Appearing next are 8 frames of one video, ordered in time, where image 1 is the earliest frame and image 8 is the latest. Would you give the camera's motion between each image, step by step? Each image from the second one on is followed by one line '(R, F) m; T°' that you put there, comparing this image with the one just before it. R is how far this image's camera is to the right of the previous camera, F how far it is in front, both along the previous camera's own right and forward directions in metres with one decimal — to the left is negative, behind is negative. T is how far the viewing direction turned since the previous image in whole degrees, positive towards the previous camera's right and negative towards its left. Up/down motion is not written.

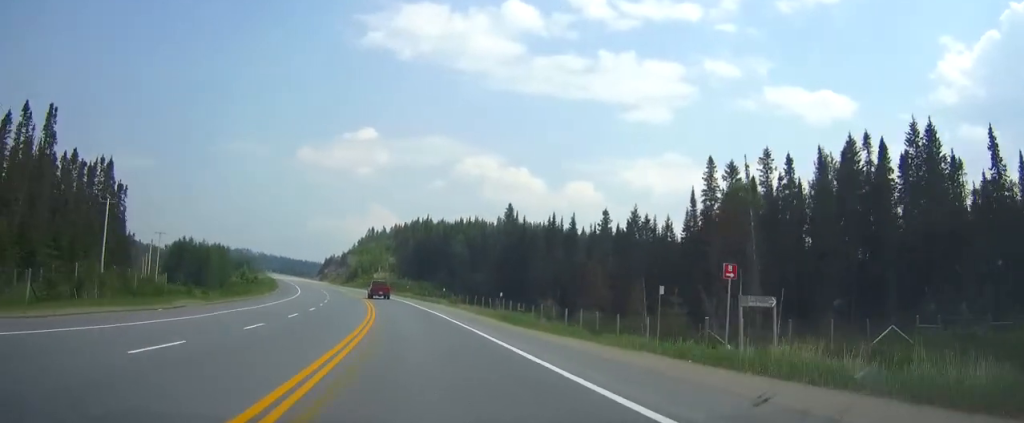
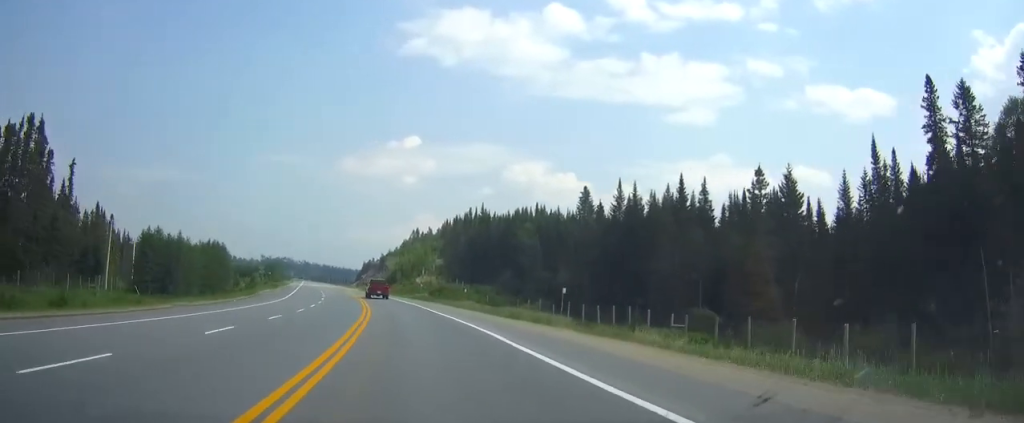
(-3.8, +40.0) m; -12°
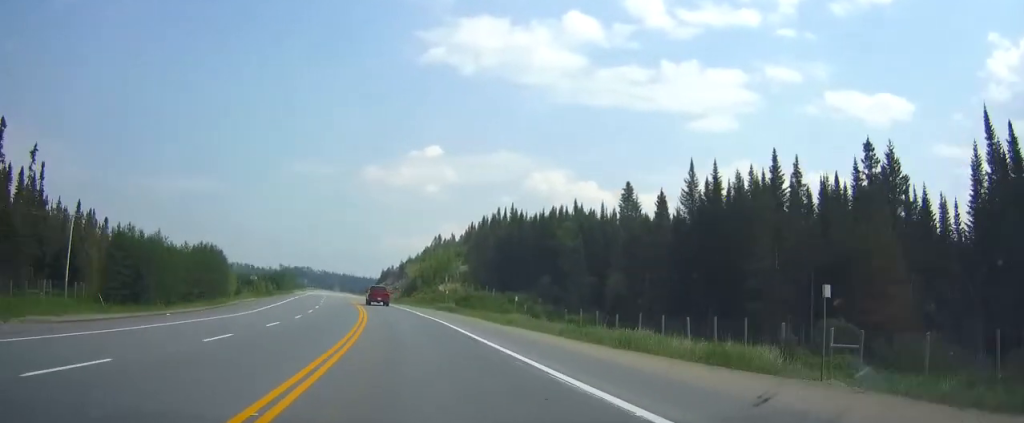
(-0.8, +17.8) m; -3°
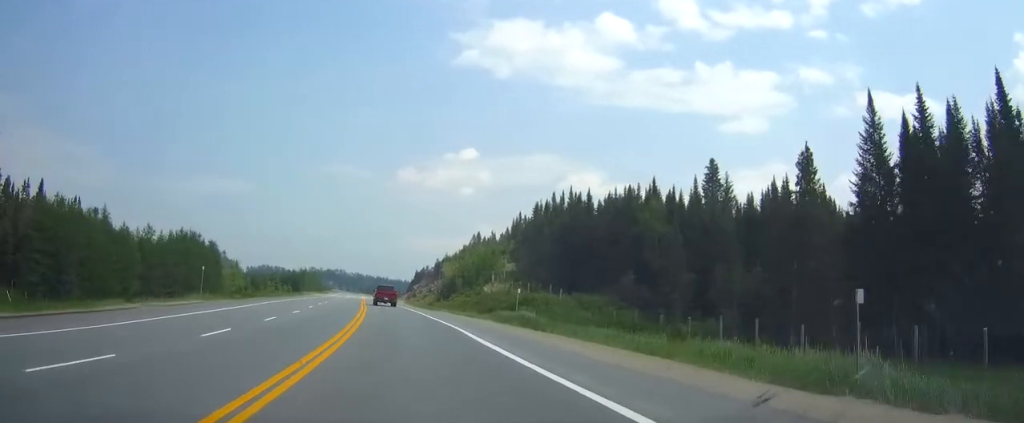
(-0.5, +26.8) m; -2°
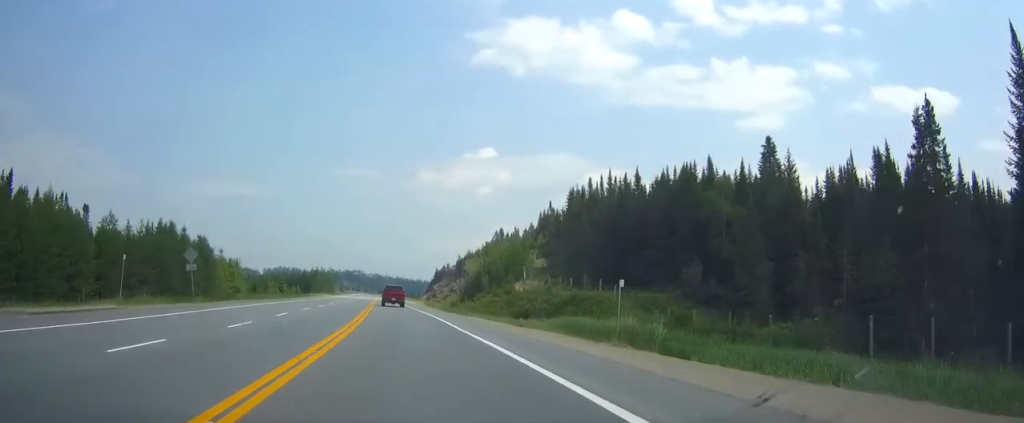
(-0.2, +14.9) m; -2°
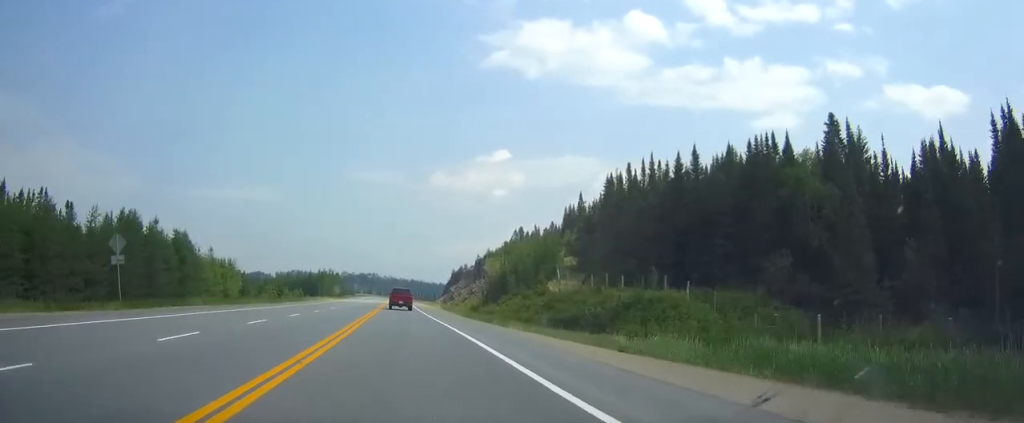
(-0.2, +14.9) m; -2°
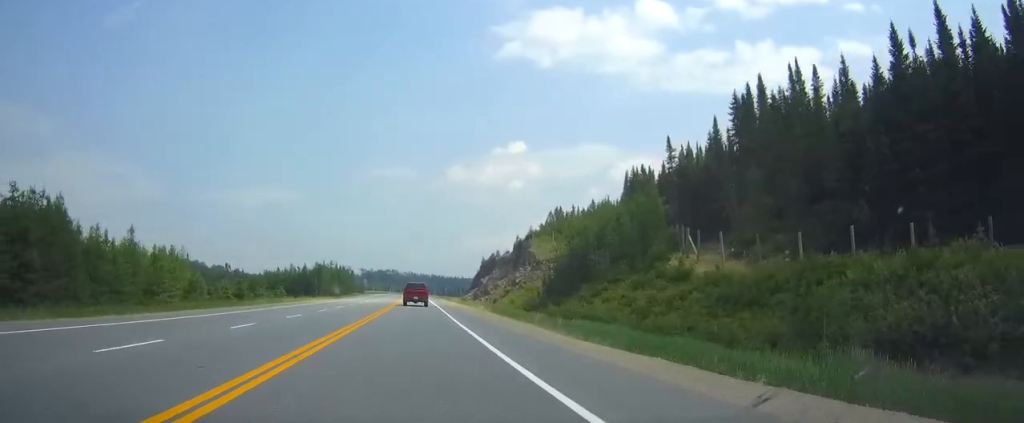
(-1.5, +39.4) m; -4°
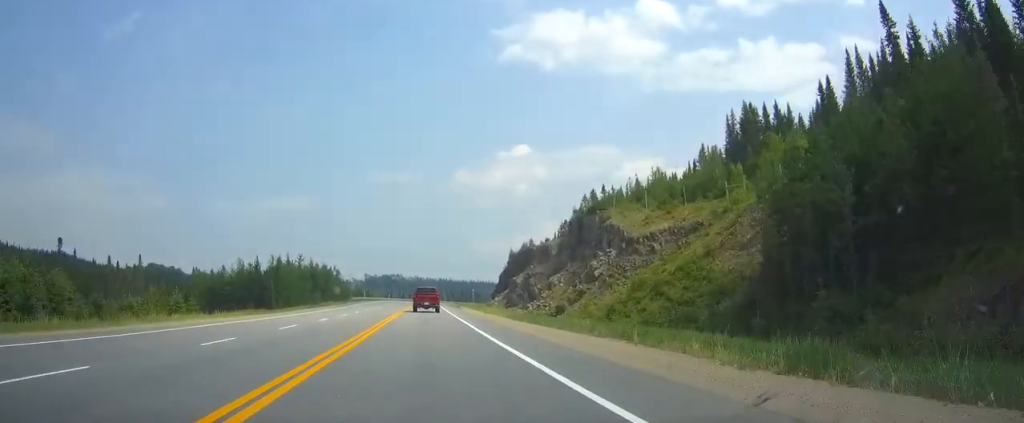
(-0.9, +49.4) m; -1°
